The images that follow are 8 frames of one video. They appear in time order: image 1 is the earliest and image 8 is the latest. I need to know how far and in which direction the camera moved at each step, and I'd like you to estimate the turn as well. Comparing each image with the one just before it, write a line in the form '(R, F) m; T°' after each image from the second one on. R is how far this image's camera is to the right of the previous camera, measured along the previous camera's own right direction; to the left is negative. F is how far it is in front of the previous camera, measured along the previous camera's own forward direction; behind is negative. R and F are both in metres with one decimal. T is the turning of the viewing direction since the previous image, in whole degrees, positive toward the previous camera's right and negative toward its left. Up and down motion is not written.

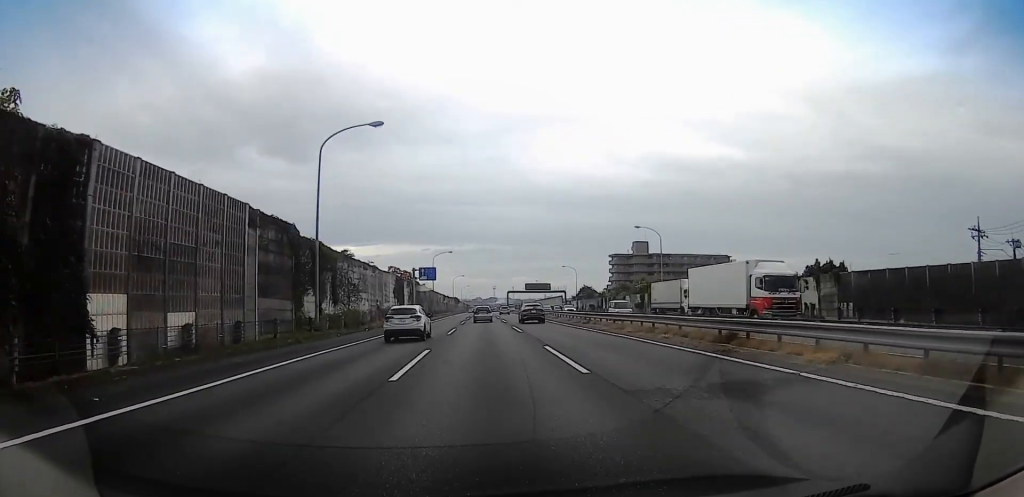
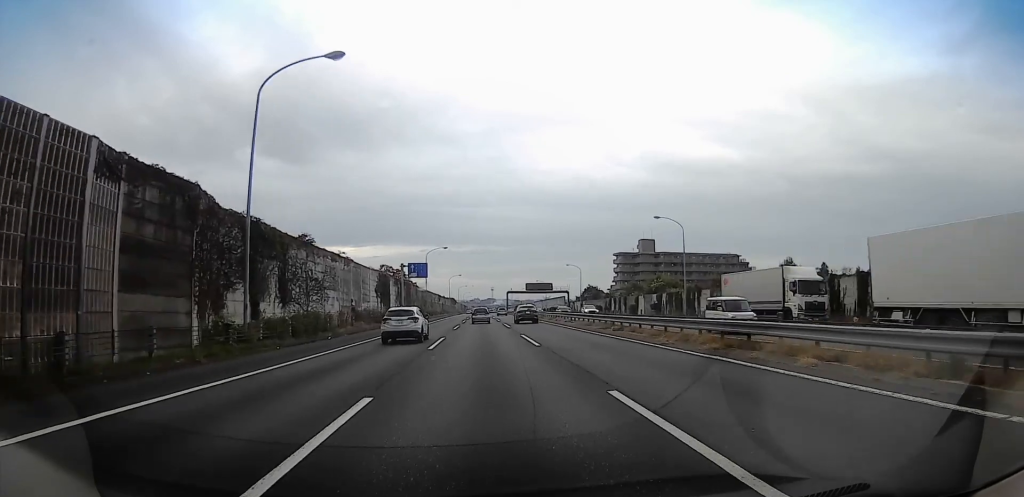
(0.0, +10.0) m; 0°
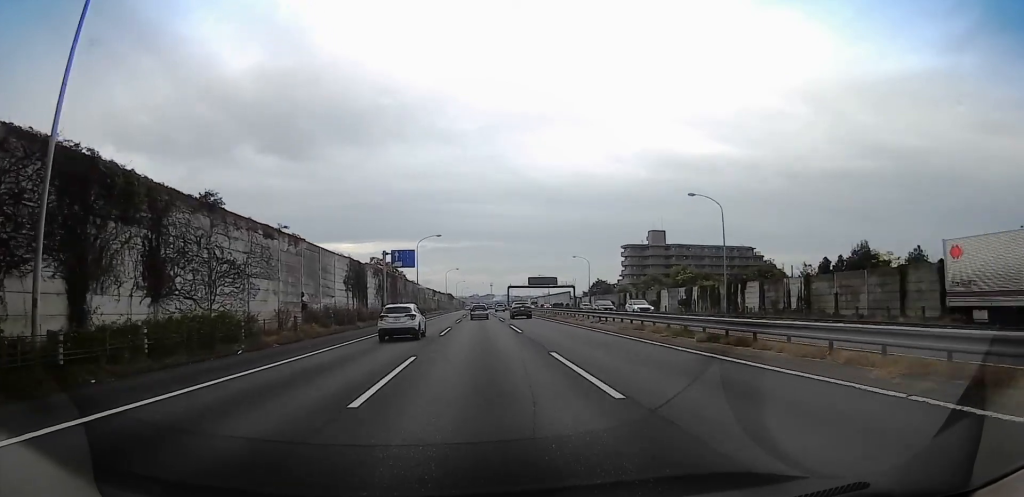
(0.0, +12.9) m; 0°
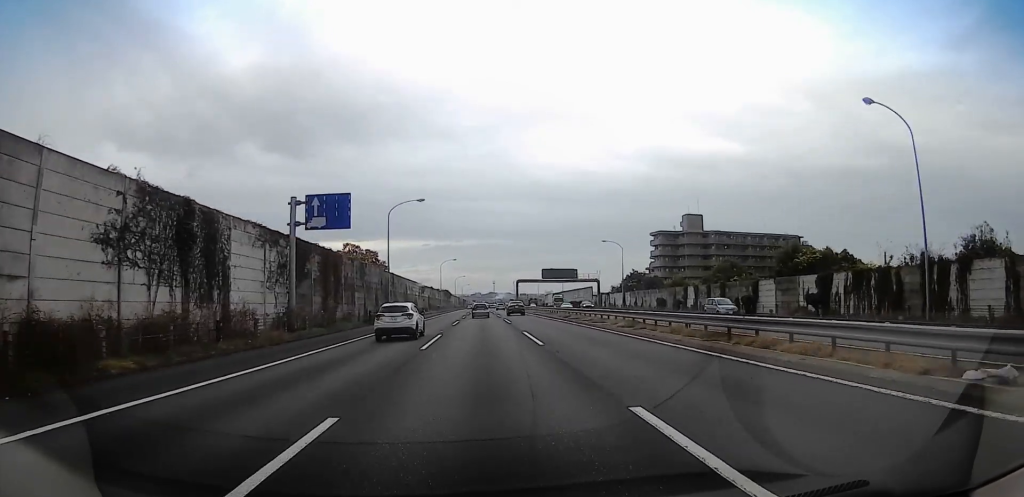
(+0.4, +29.6) m; +2°
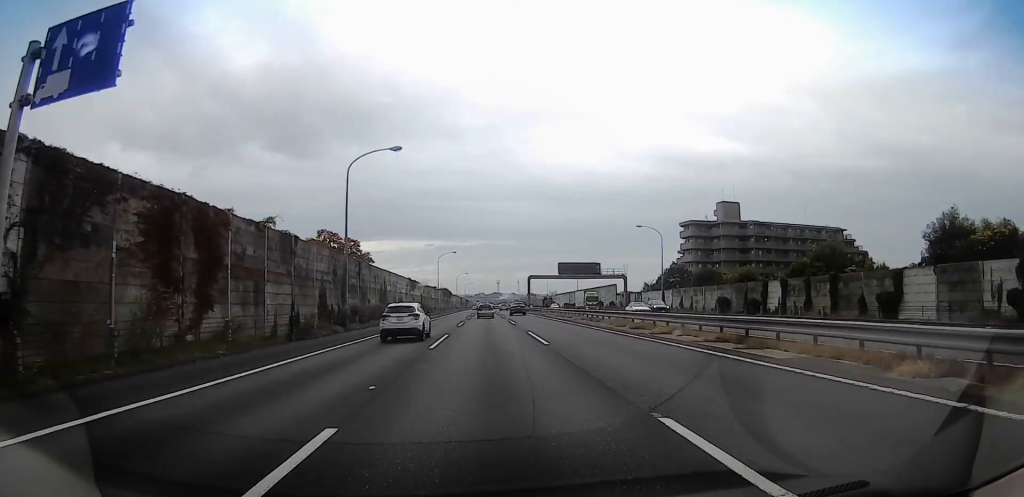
(+0.3, +21.1) m; -1°
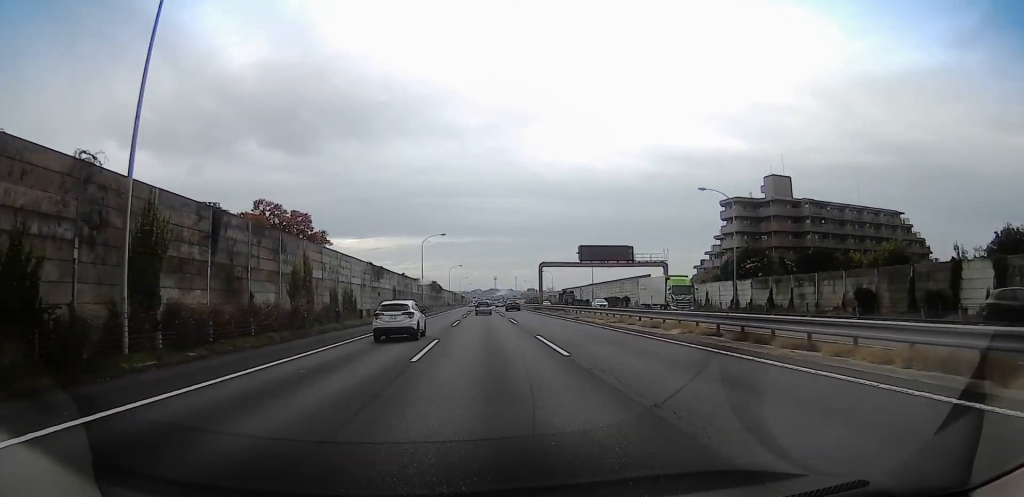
(-0.6, +25.6) m; -1°
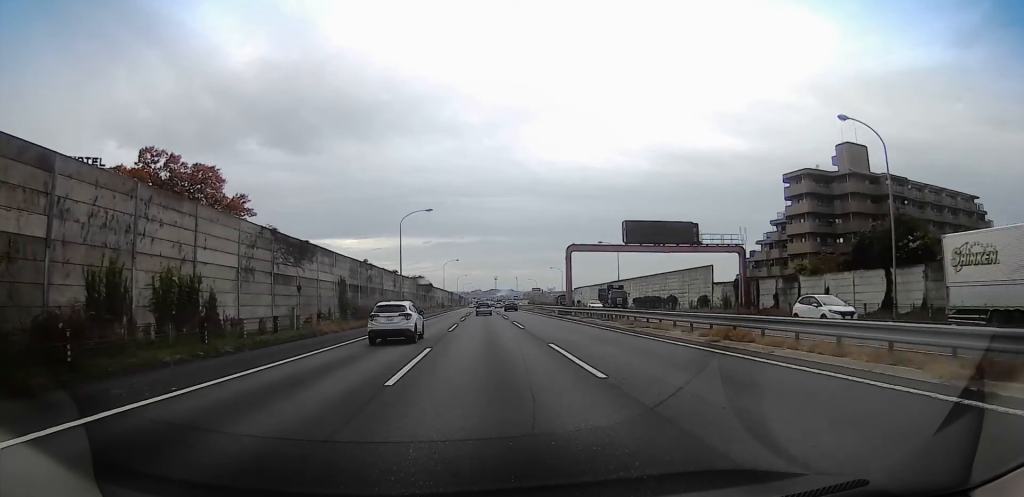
(+0.4, +24.4) m; +1°
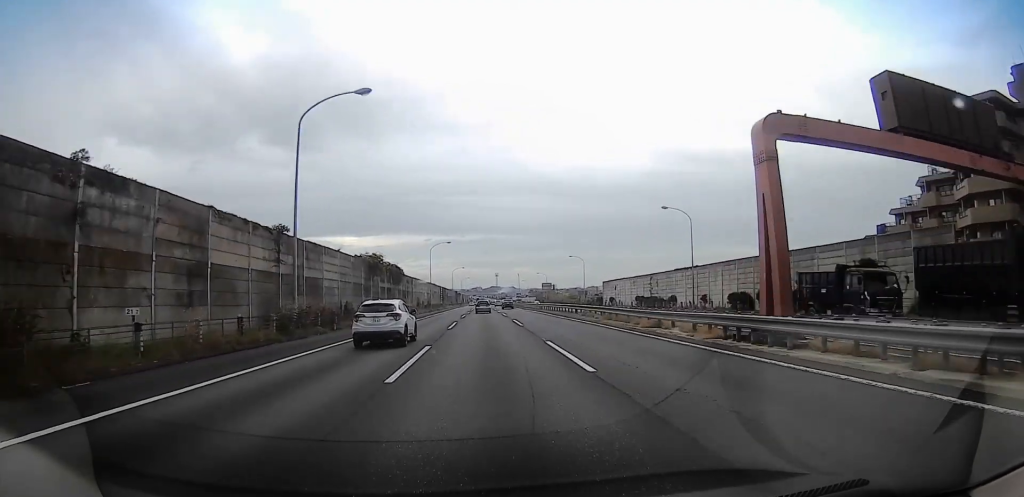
(-0.8, +38.9) m; -3°
